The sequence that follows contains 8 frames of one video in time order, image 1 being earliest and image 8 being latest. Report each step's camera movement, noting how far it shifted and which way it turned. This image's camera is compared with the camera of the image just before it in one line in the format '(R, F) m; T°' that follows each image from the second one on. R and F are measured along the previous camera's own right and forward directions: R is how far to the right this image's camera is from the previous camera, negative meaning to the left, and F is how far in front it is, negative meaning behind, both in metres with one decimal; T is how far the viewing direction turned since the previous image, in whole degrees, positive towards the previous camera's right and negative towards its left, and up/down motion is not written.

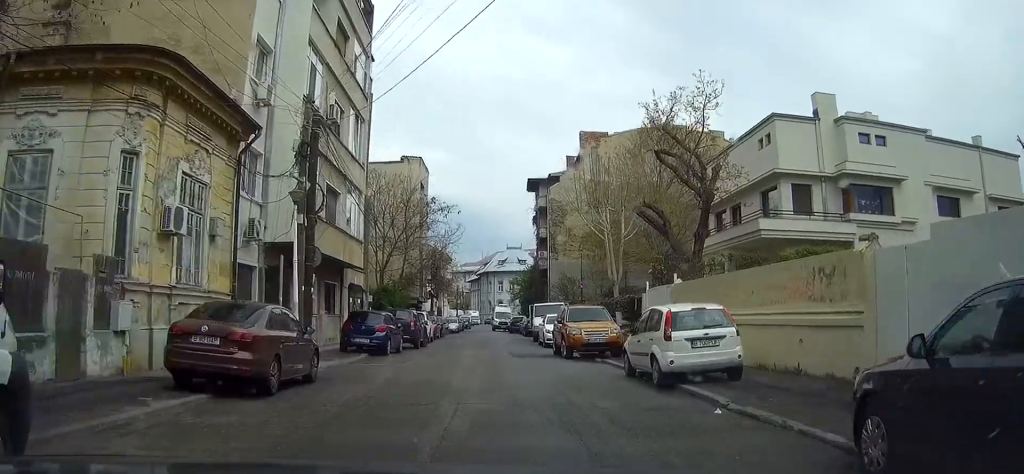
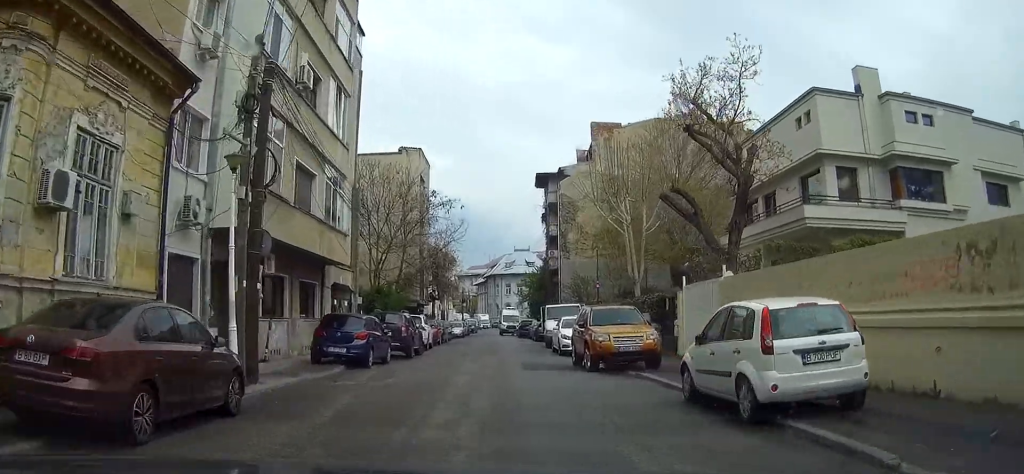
(-0.3, +4.6) m; -2°
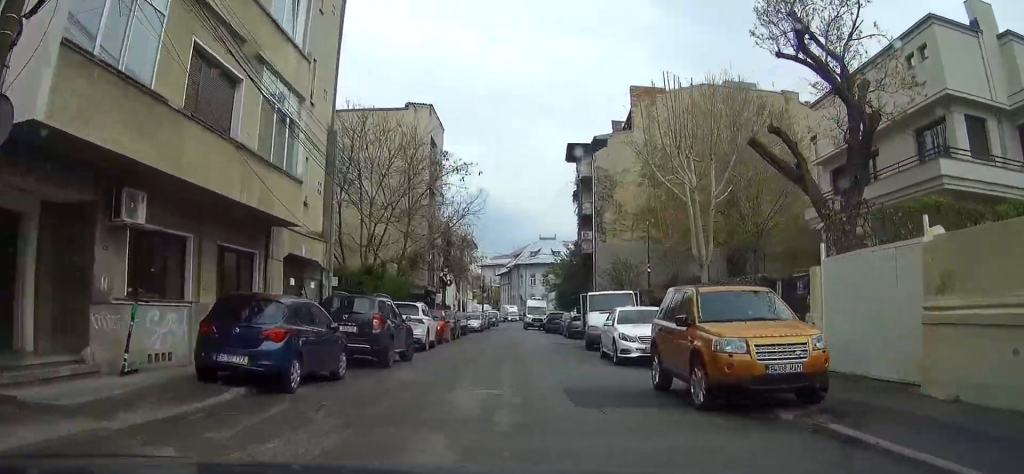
(-0.2, +9.4) m; 0°
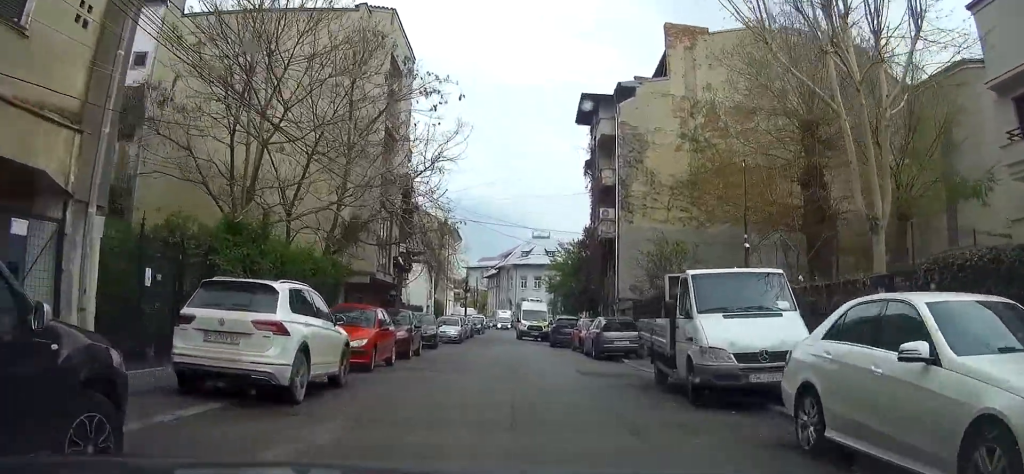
(+0.4, +15.7) m; +4°
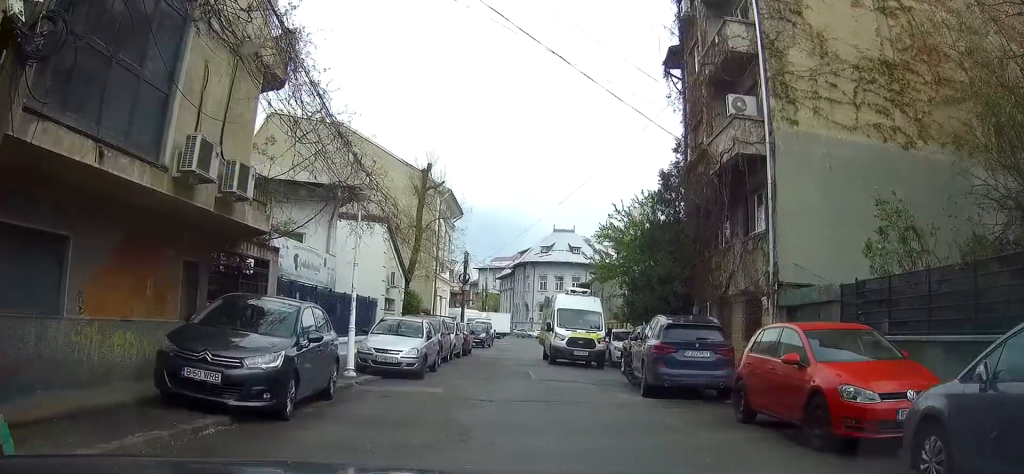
(+0.5, +22.4) m; +1°
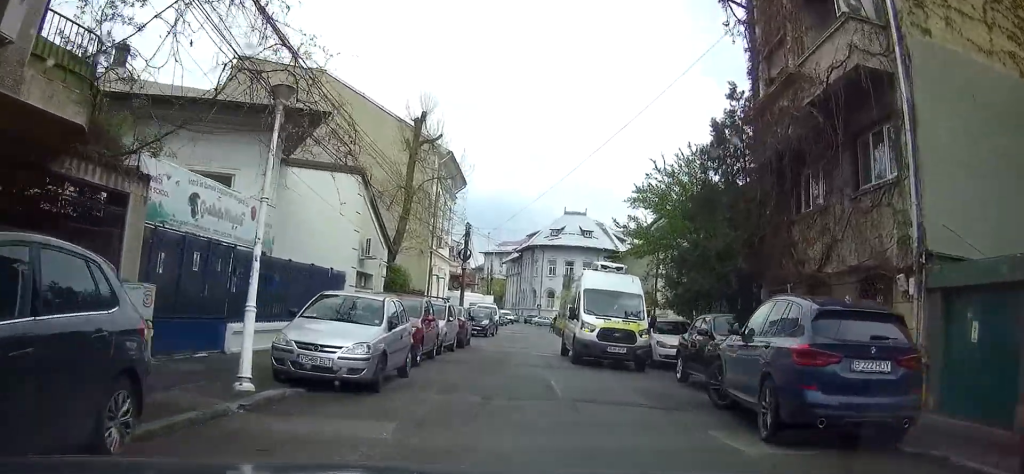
(0.0, +6.8) m; +1°
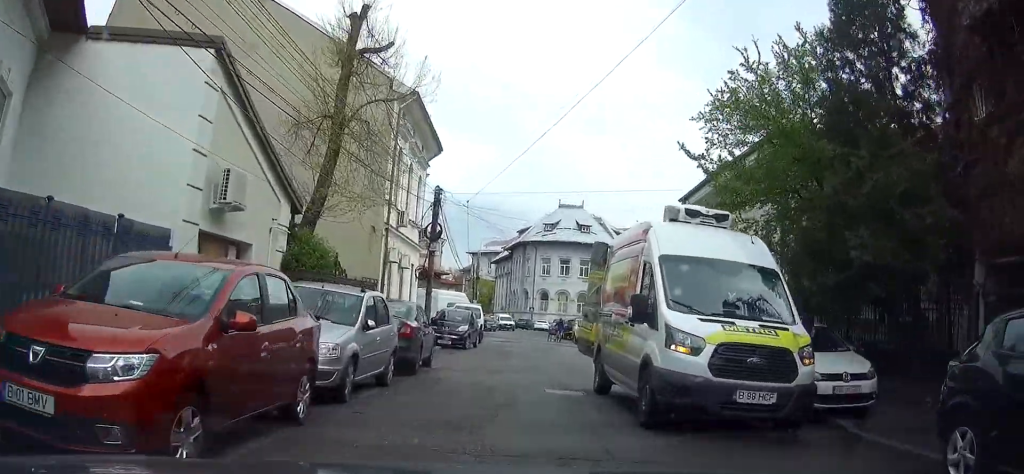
(+0.5, +11.3) m; +6°
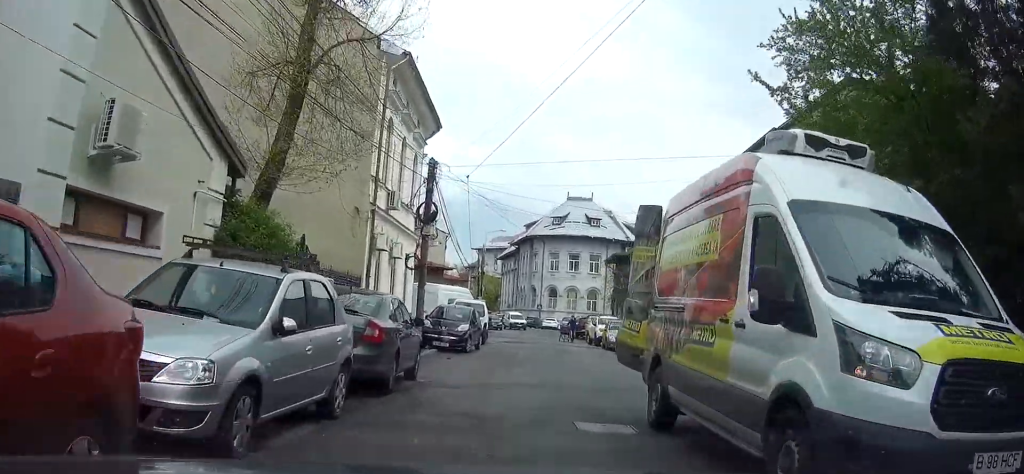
(+0.4, +4.3) m; +1°
